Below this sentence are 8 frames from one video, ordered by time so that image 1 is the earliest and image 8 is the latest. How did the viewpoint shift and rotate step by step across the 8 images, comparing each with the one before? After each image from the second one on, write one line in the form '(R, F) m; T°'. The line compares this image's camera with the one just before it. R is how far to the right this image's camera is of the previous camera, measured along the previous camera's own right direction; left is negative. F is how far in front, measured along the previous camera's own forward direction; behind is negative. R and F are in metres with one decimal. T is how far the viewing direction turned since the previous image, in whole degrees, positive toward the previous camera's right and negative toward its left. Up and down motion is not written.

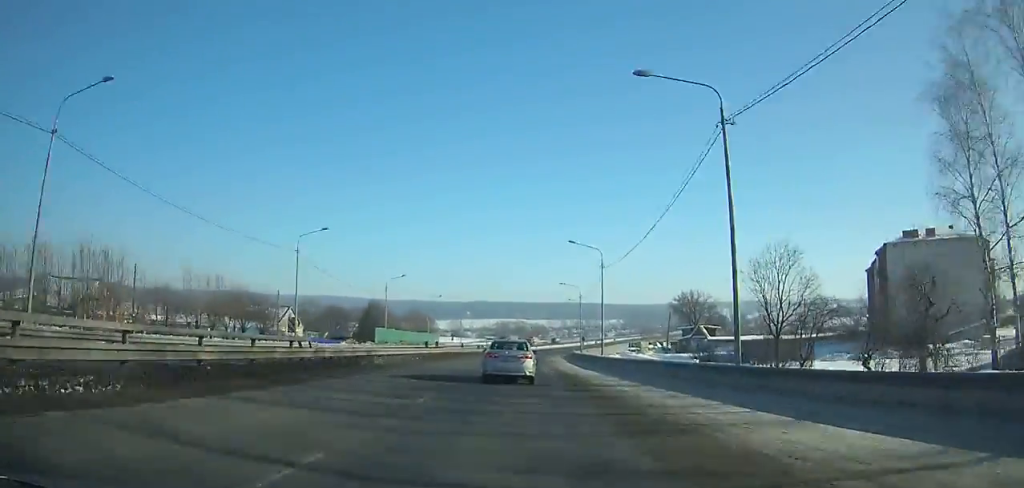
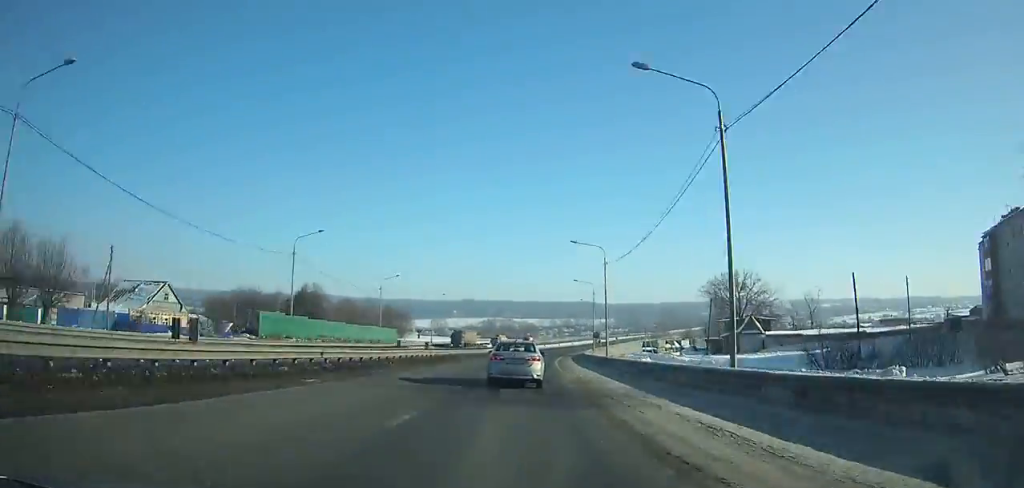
(-0.3, +35.0) m; +1°
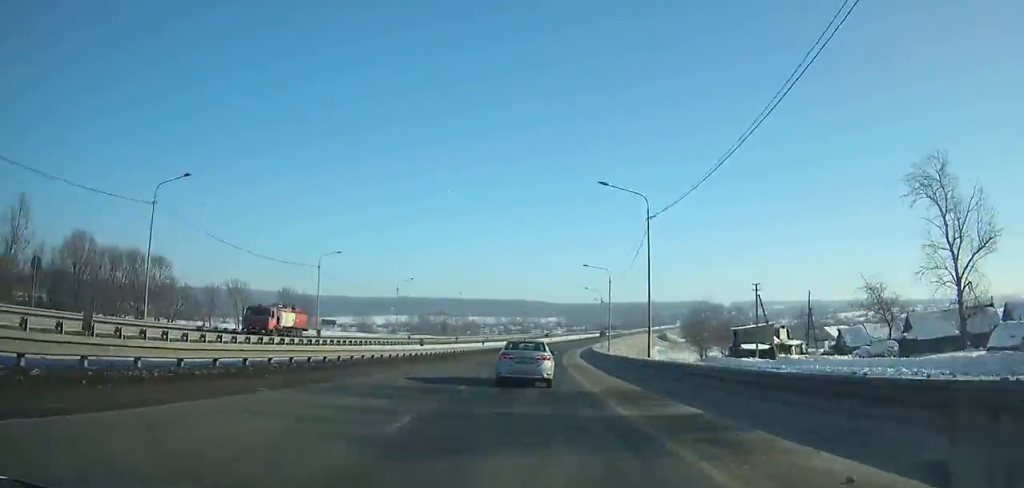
(+5.1, +88.6) m; +6°
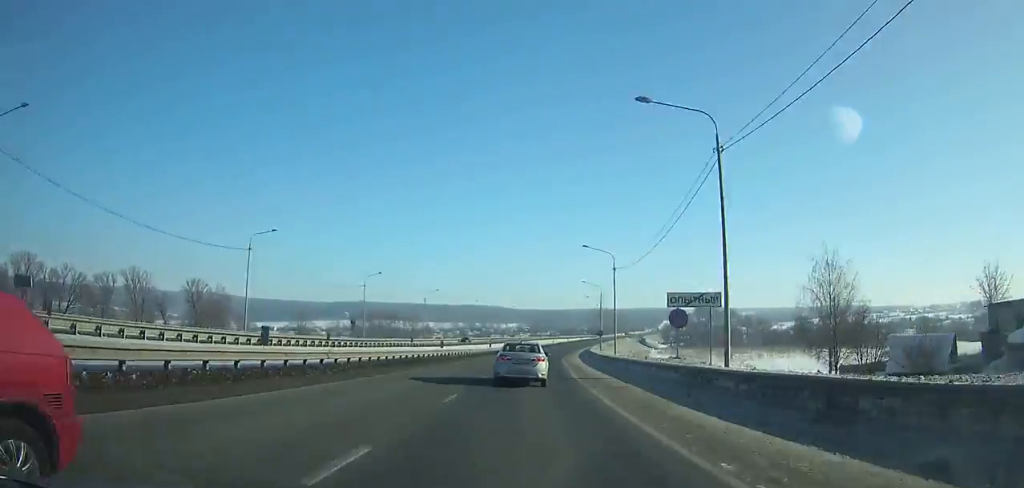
(+1.4, +50.3) m; +4°
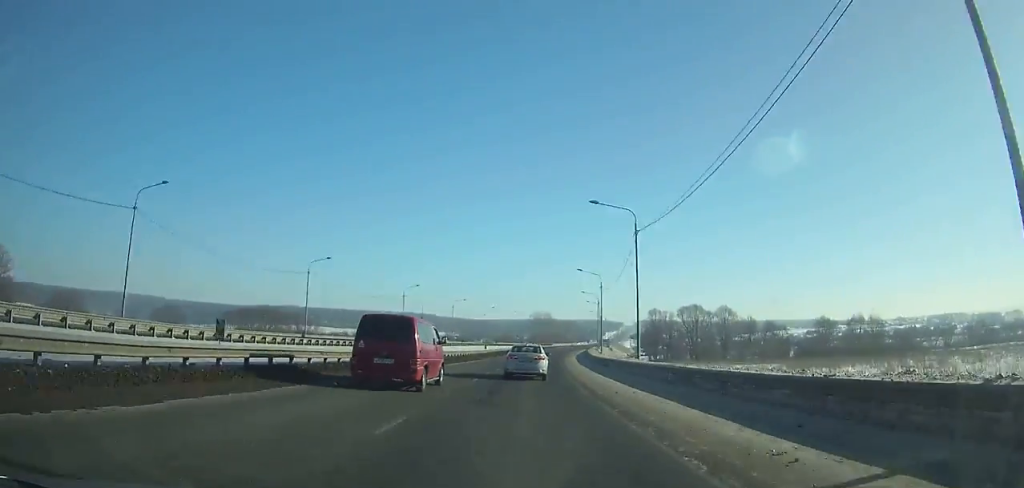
(+5.1, +86.8) m; +6°
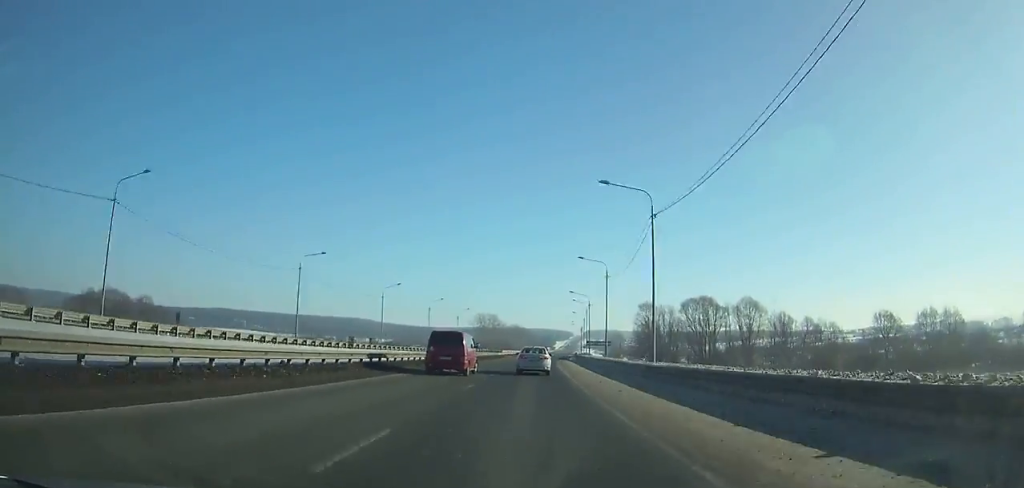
(+3.5, +75.1) m; +4°
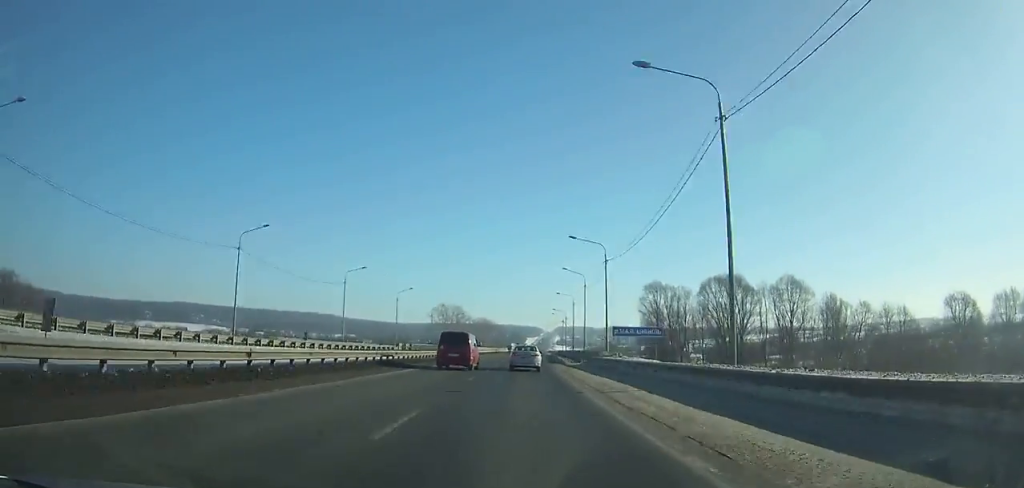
(+0.8, +44.6) m; +2°
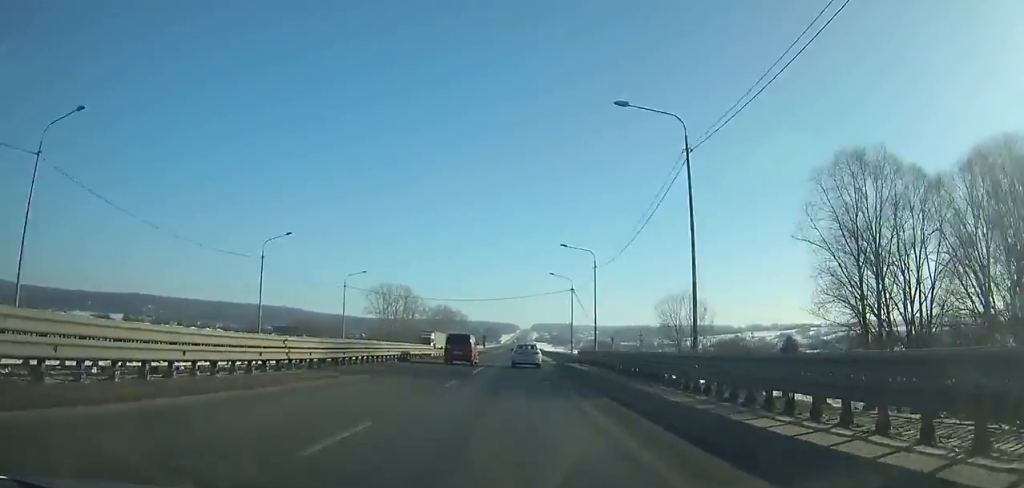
(+1.8, +84.4) m; +2°
